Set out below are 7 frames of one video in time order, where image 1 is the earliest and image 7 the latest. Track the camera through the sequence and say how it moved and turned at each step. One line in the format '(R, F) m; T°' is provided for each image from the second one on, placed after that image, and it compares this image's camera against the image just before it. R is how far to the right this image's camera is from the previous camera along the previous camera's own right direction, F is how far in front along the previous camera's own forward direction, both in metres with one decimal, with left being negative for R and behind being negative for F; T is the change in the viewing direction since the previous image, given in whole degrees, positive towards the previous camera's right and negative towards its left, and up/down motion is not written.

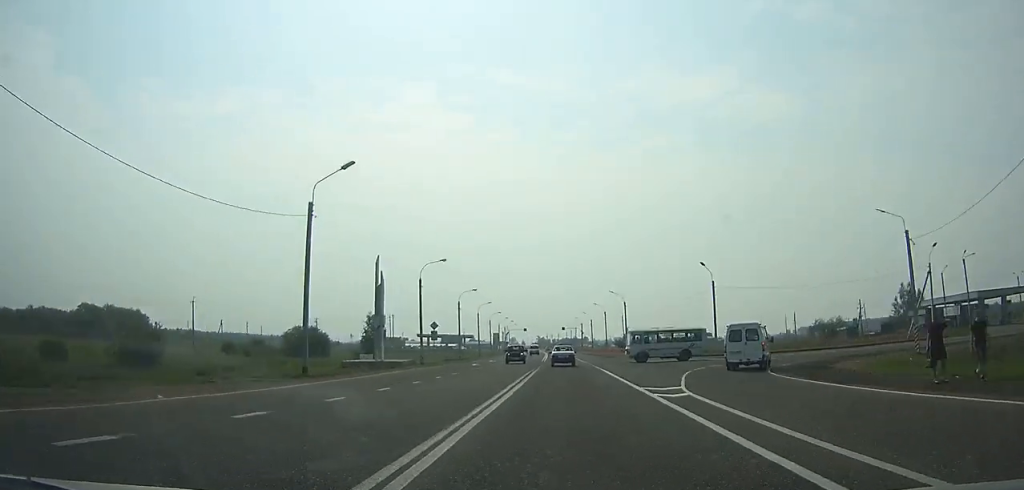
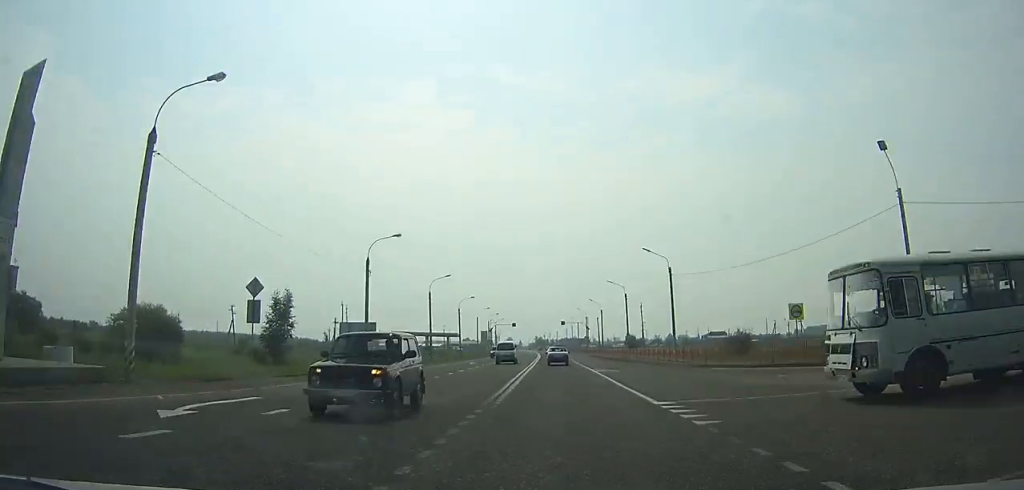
(0.0, +38.7) m; 0°
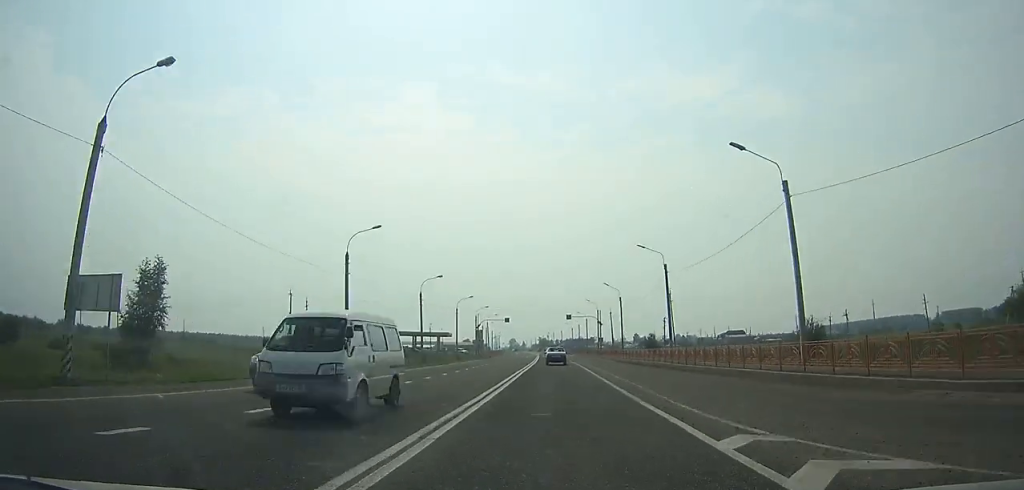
(-0.1, +28.2) m; 0°
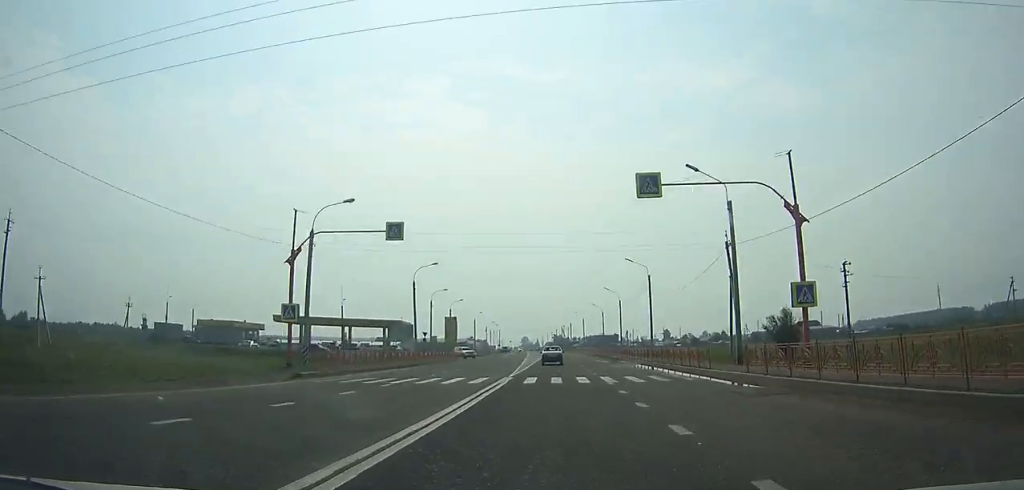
(-0.9, +79.9) m; -1°
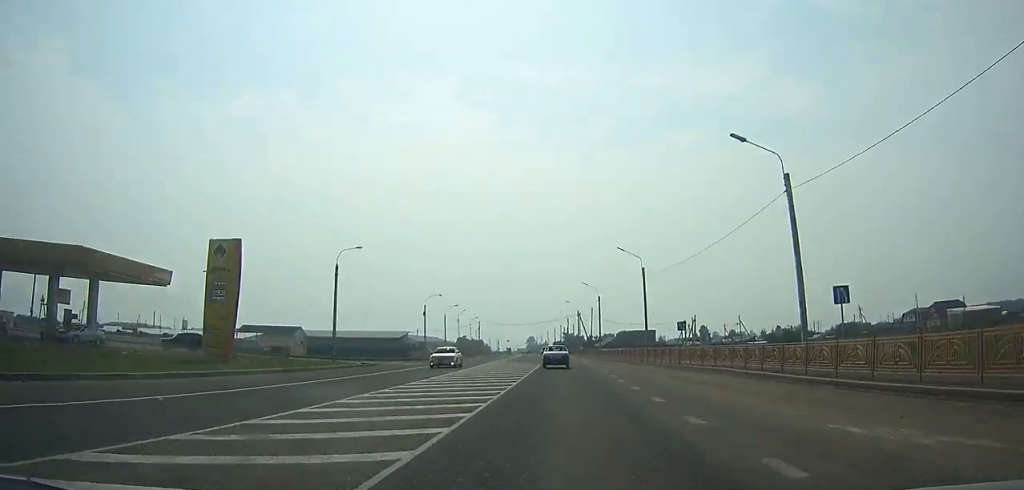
(-1.0, +95.1) m; -1°
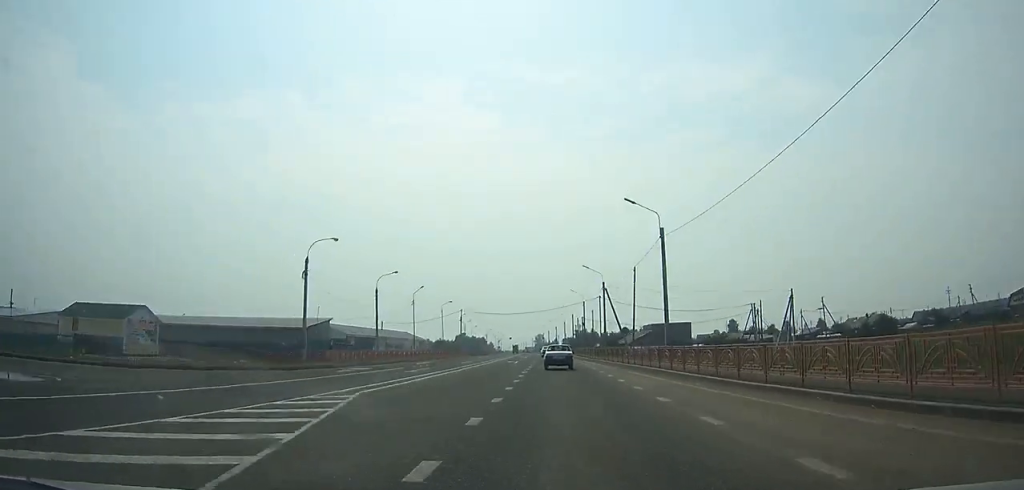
(-0.4, +47.4) m; -1°
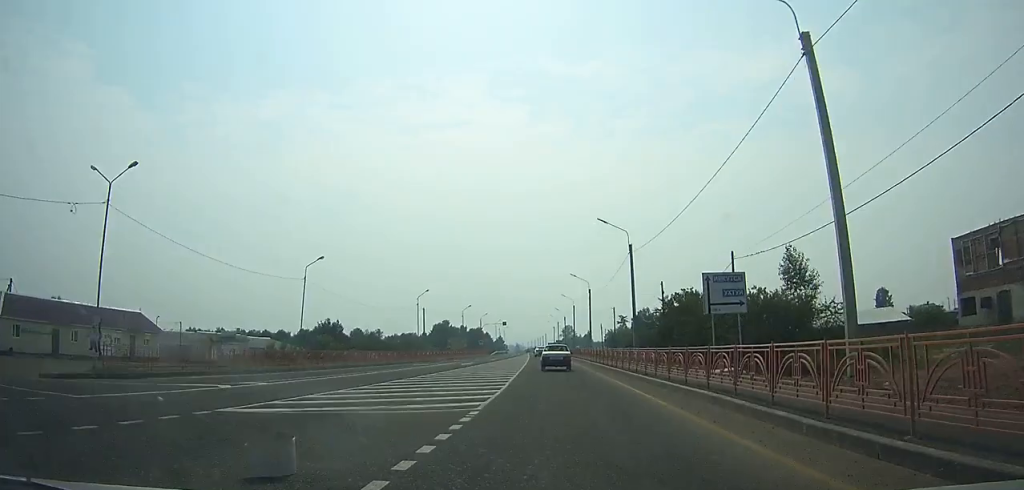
(-3.9, +142.8) m; -3°
